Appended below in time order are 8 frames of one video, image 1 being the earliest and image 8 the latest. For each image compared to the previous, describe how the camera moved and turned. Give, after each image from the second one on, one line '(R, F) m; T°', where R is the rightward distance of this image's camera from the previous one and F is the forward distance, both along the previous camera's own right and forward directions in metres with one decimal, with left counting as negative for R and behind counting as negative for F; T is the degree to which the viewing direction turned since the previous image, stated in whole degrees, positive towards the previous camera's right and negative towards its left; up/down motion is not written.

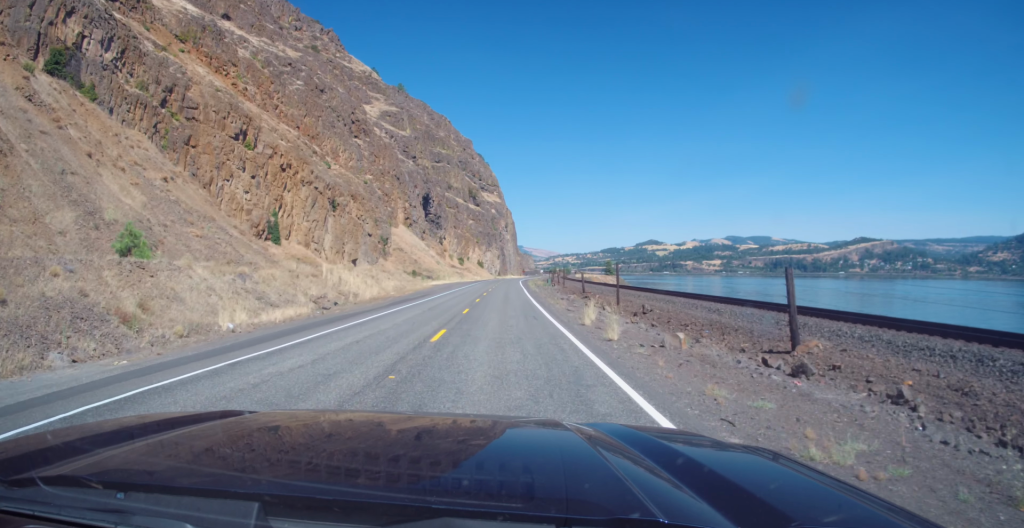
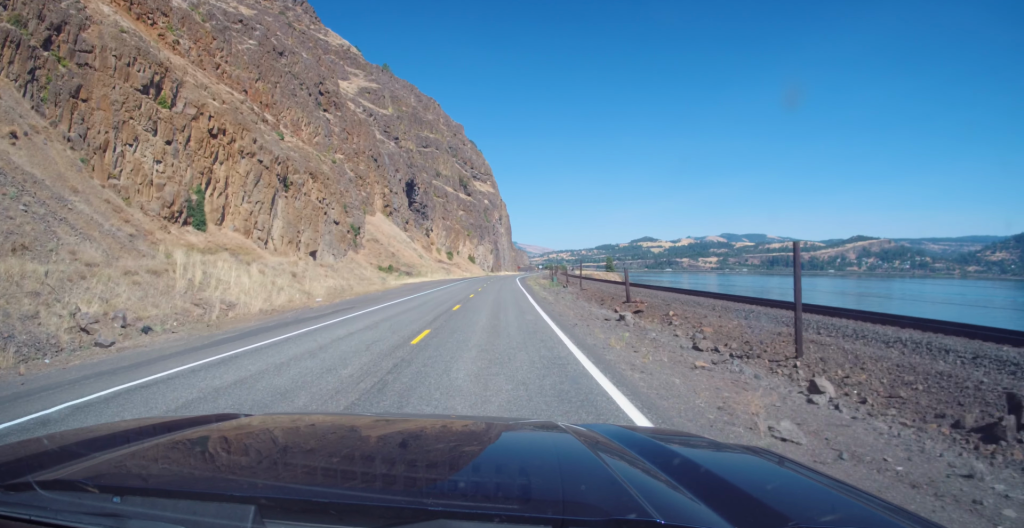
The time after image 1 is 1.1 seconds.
(0.0, +26.1) m; 0°
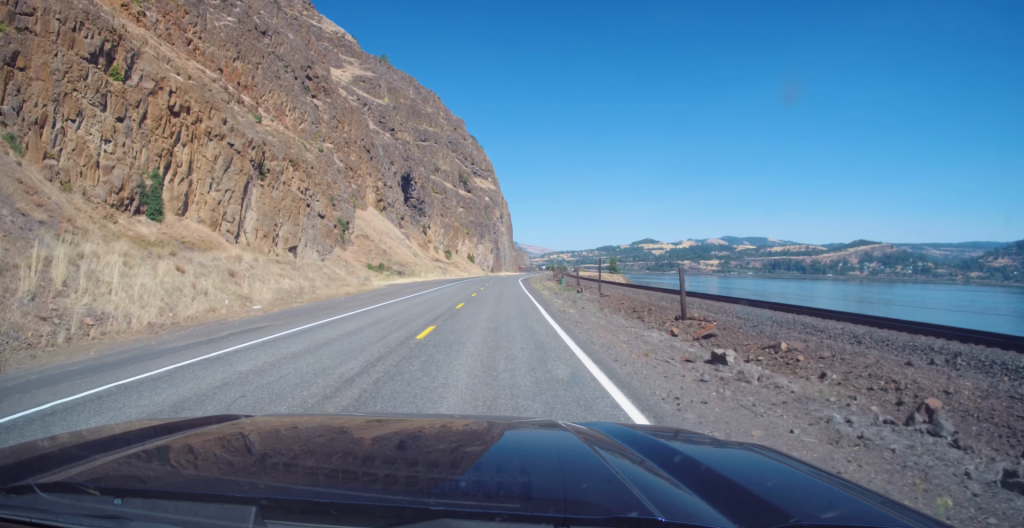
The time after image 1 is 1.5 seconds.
(0.0, +11.6) m; 0°
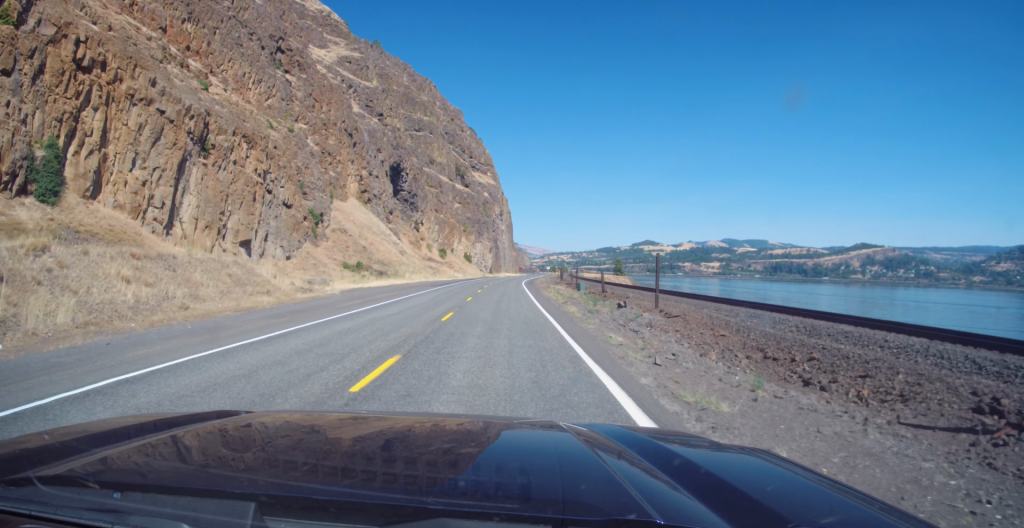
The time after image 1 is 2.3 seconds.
(-0.1, +18.6) m; +1°
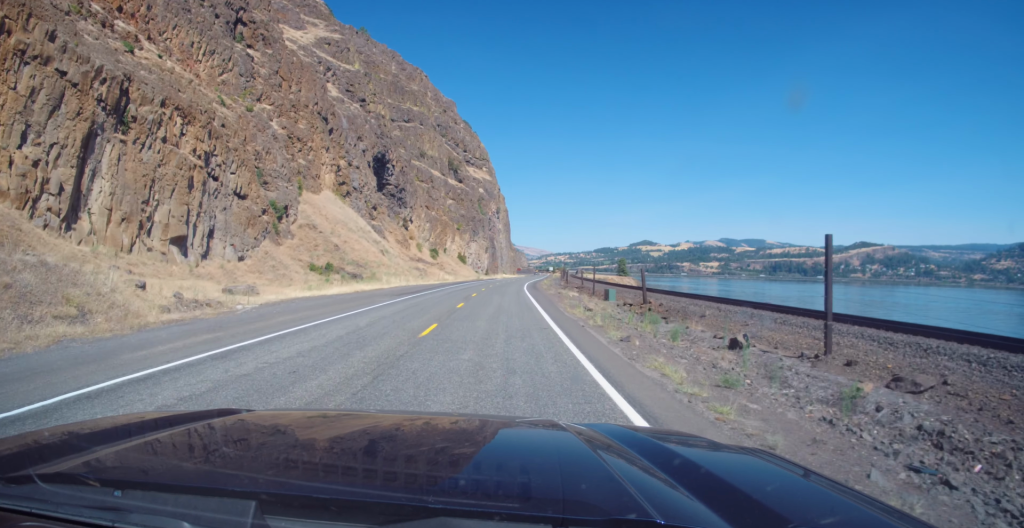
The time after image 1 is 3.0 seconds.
(+0.4, +17.7) m; 0°
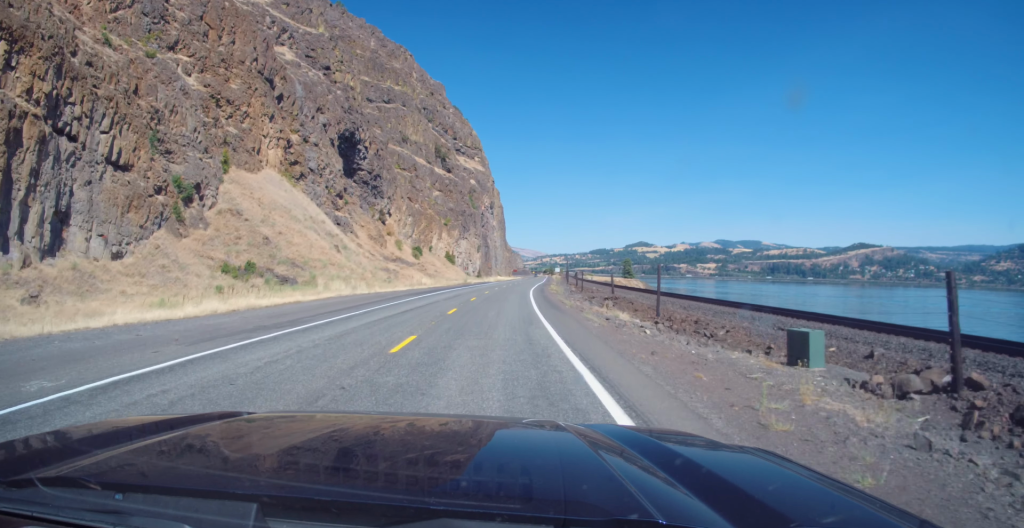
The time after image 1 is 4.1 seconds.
(-0.4, +27.4) m; 0°
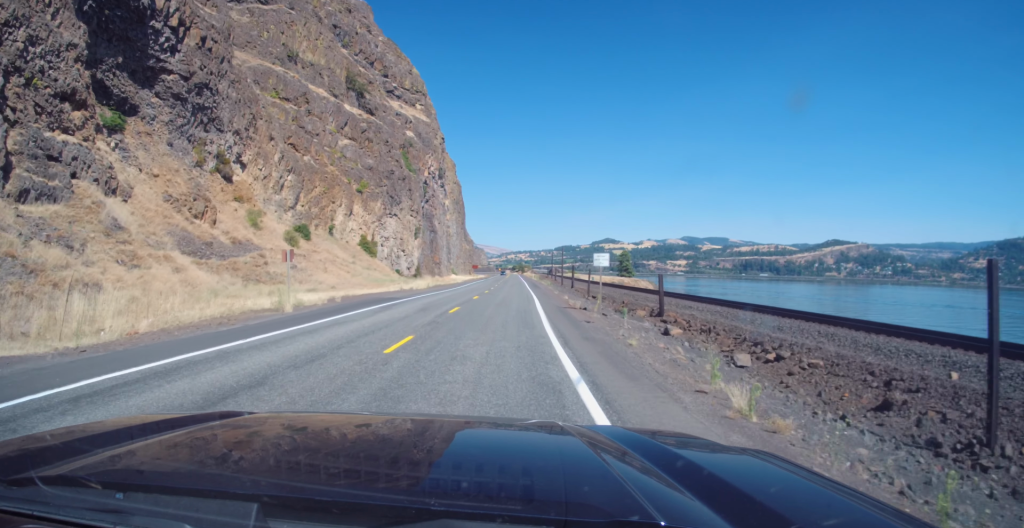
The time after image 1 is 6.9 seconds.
(+2.0, +73.0) m; +3°
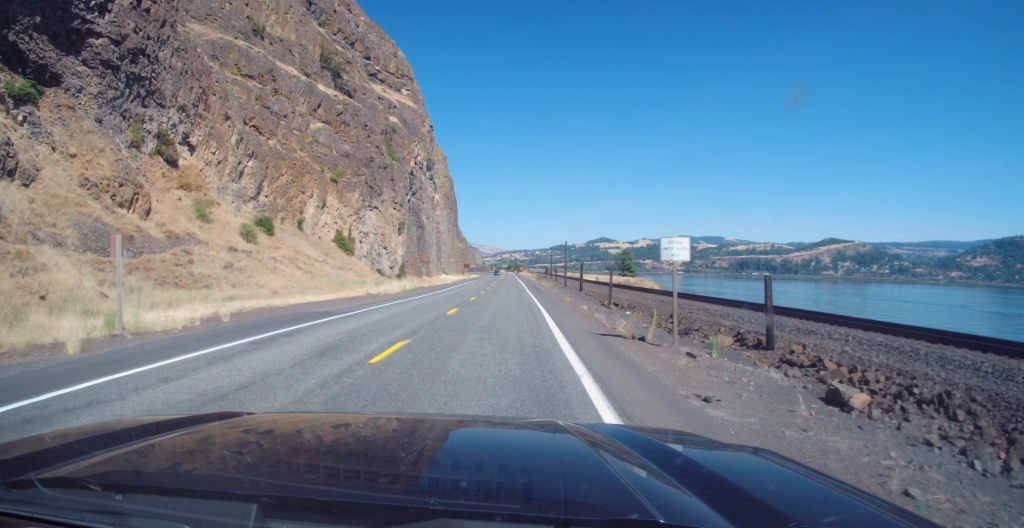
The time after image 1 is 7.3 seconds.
(+0.1, +13.3) m; 0°
